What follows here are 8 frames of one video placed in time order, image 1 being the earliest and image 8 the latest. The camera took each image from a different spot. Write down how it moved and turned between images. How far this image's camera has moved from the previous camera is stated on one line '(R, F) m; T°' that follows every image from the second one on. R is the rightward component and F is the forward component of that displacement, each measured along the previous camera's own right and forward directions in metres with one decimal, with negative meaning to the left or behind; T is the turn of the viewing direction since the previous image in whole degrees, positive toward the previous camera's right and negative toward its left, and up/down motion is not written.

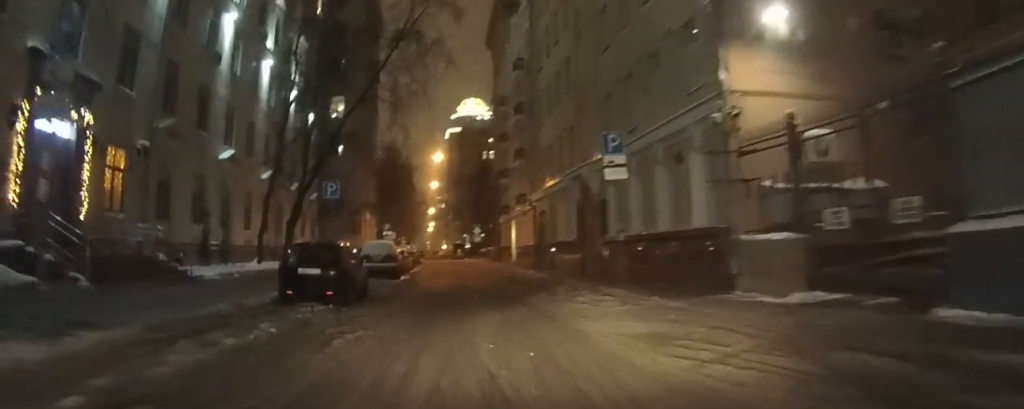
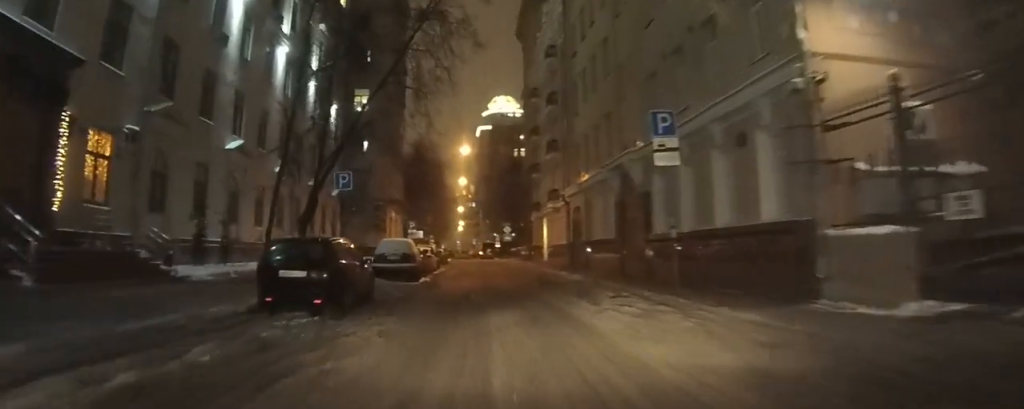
(-0.1, +2.8) m; -2°
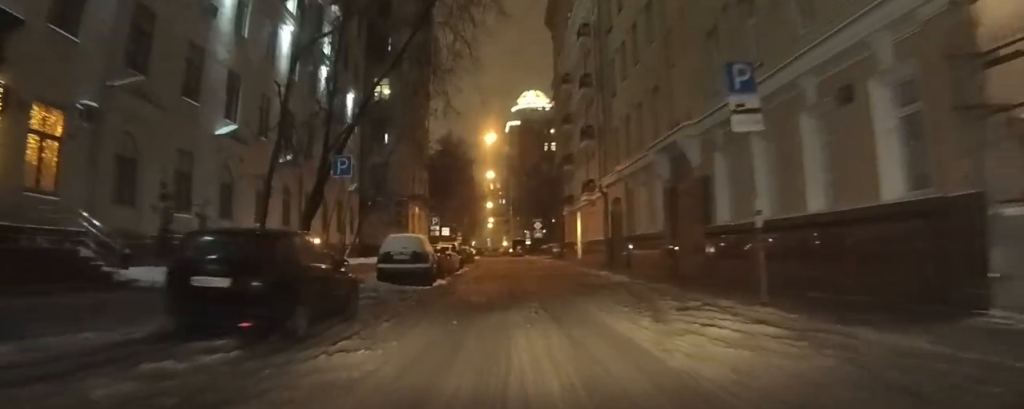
(0.0, +3.9) m; -3°
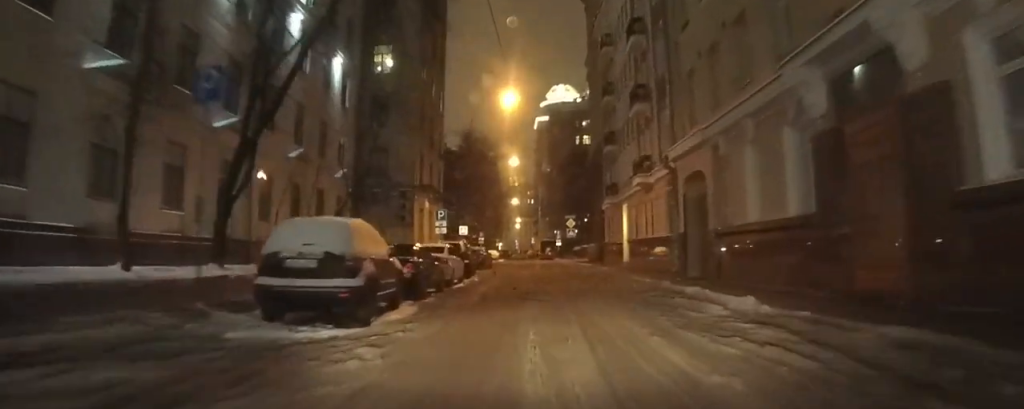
(-1.0, +10.1) m; -8°
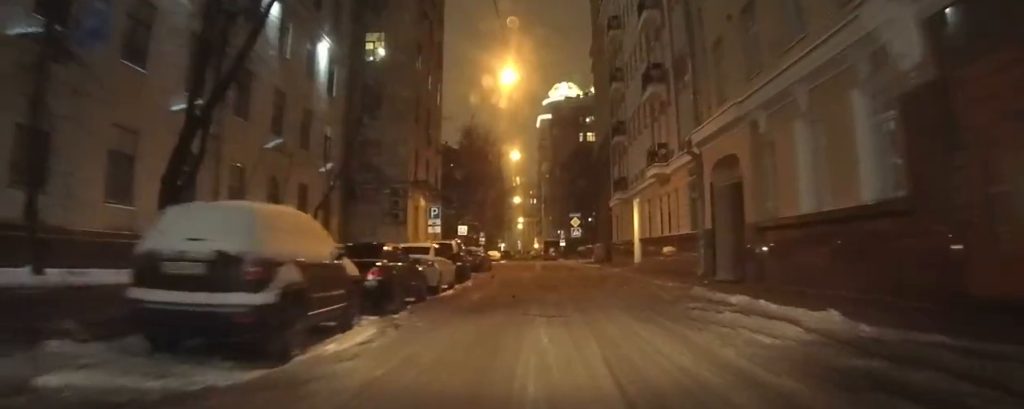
(-0.1, +3.1) m; -1°
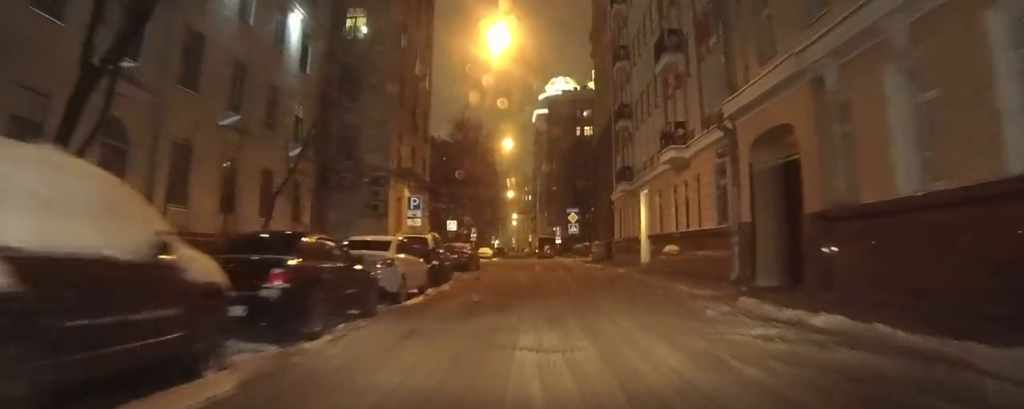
(+0.1, +3.9) m; +1°
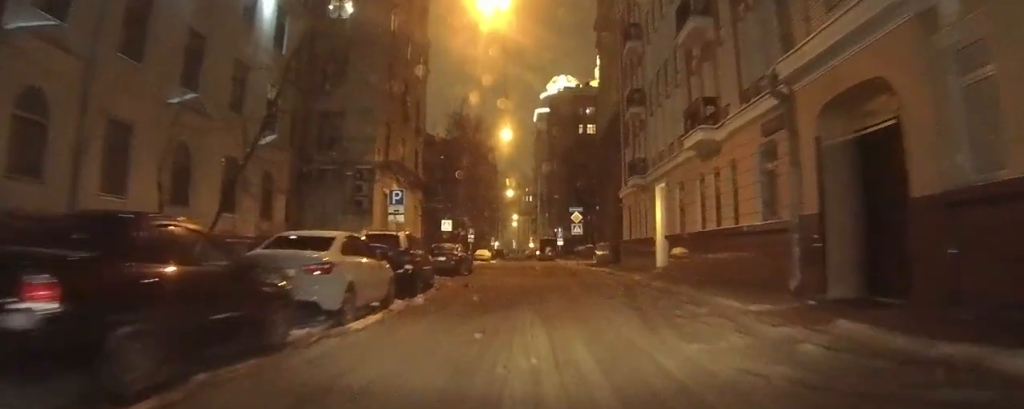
(0.0, +3.7) m; +1°
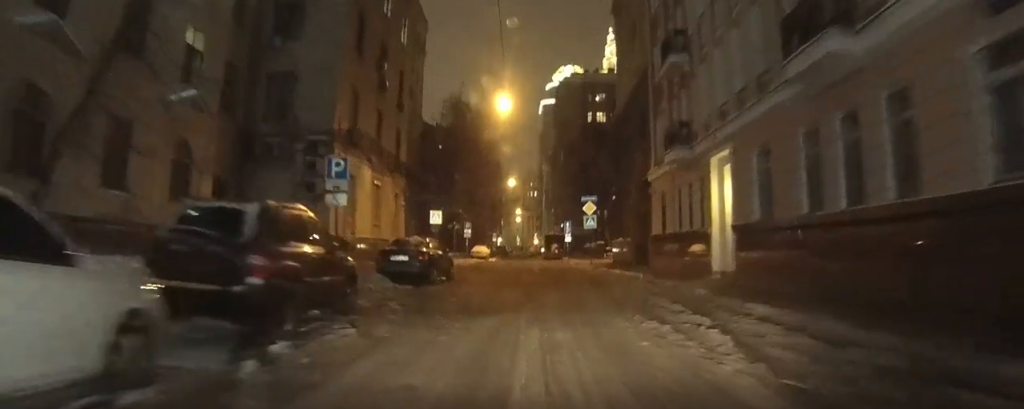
(-0.1, +8.0) m; -2°
